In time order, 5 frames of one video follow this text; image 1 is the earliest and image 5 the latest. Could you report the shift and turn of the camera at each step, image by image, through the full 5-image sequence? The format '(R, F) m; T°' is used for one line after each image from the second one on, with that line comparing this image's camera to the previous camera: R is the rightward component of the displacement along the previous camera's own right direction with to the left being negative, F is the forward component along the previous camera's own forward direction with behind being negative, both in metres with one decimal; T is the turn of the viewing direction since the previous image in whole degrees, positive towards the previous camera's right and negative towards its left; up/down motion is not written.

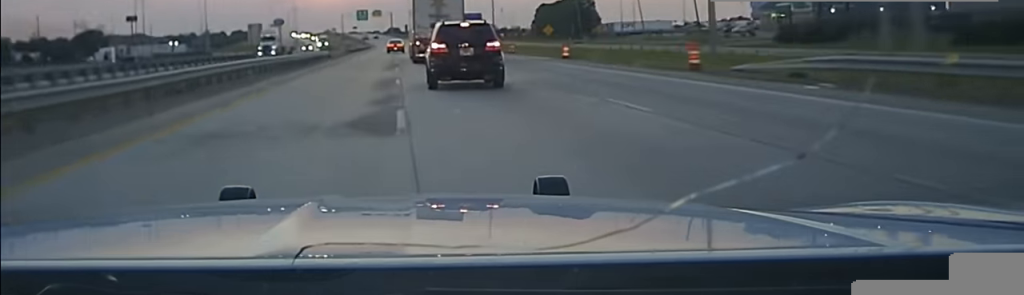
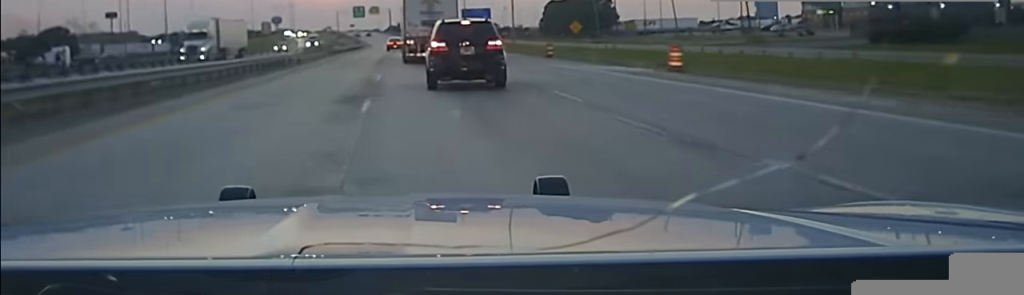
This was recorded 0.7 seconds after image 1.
(0.0, +21.1) m; 0°
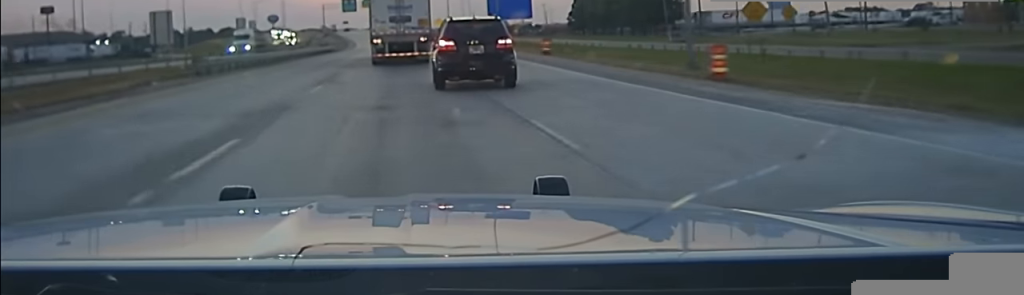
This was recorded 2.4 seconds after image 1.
(-0.1, +49.8) m; -1°
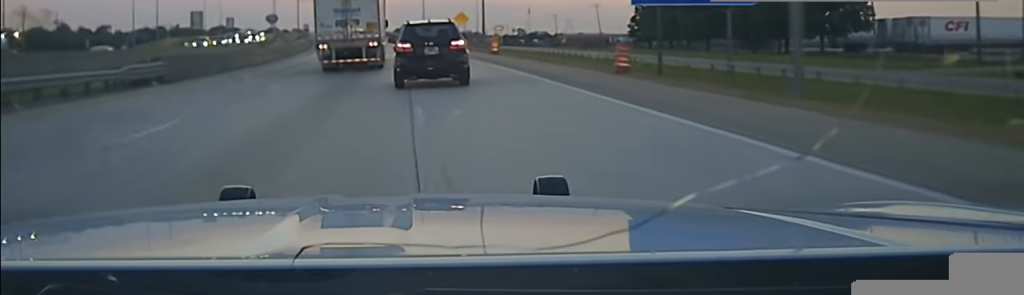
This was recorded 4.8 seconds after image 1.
(-1.0, +65.6) m; -1°
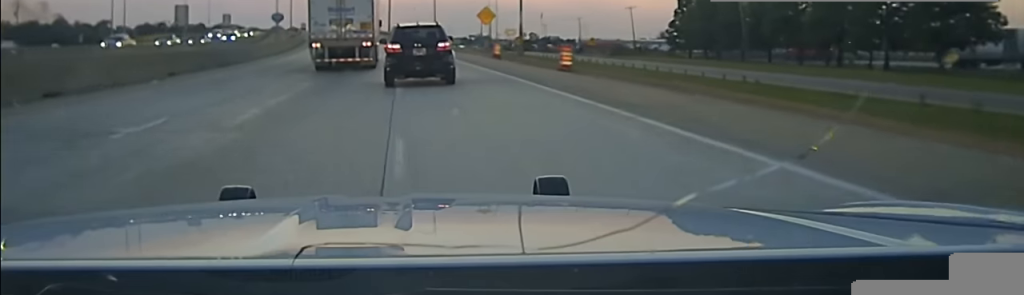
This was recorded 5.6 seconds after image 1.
(+0.1, +27.9) m; 0°
